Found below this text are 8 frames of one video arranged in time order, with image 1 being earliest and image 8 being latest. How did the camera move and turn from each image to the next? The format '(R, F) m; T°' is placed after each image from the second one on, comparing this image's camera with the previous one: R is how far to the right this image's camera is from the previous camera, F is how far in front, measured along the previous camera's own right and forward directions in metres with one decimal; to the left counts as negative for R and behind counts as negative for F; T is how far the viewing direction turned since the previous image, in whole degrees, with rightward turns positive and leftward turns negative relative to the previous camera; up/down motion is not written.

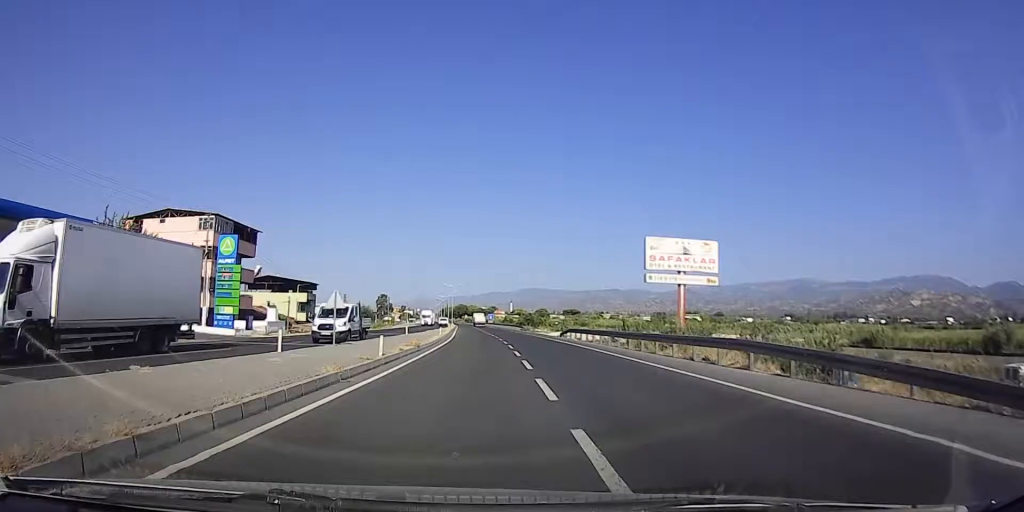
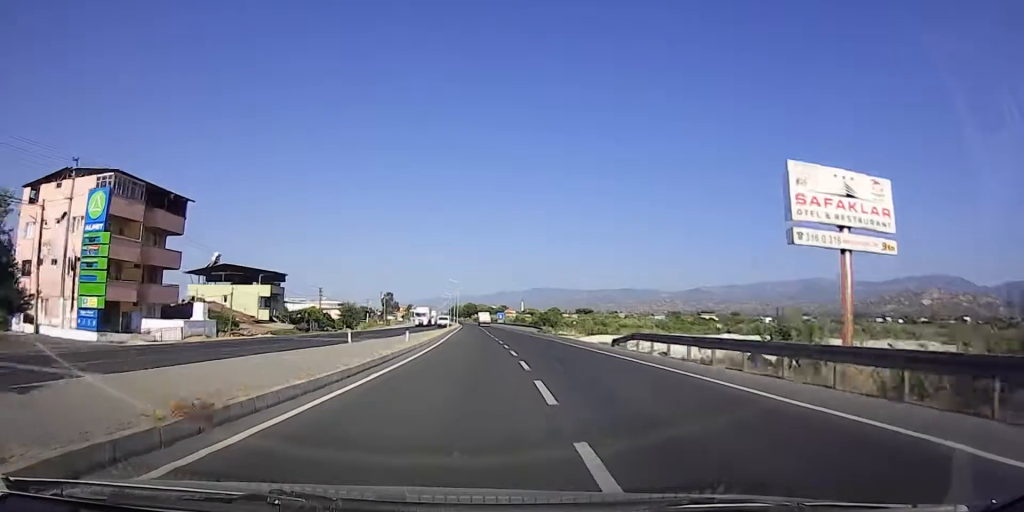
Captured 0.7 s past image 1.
(-0.2, +17.8) m; -1°
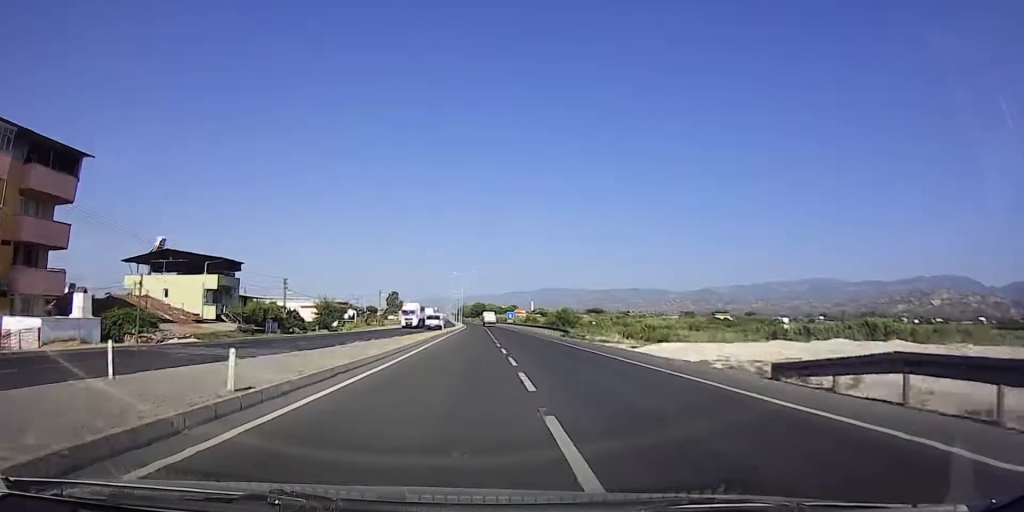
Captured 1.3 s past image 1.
(-0.2, +16.0) m; -1°
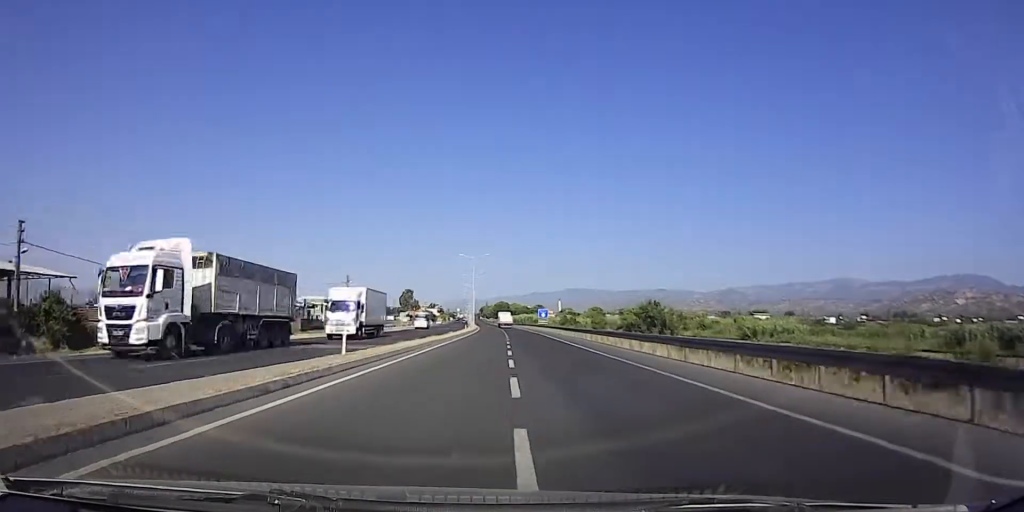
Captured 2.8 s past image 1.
(0.0, +41.1) m; -1°
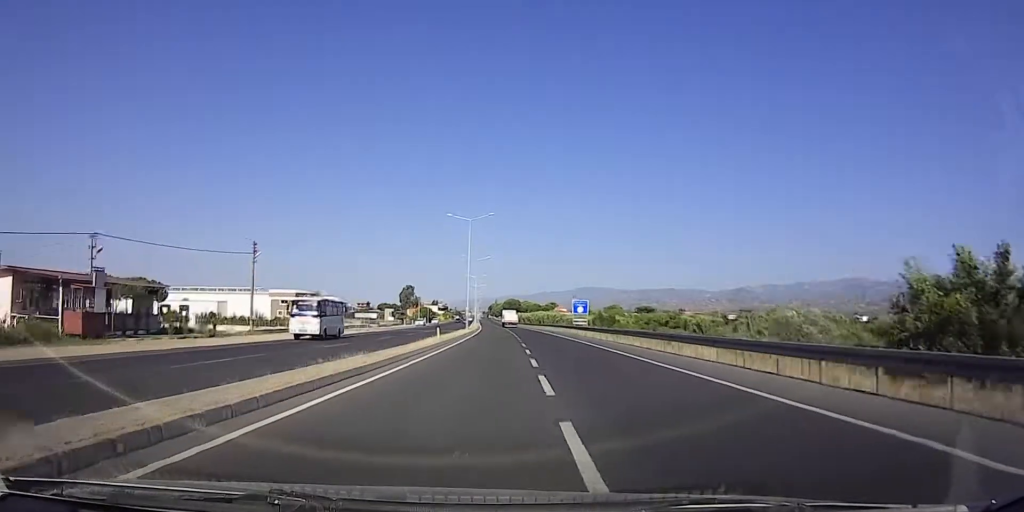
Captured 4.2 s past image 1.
(-0.8, +34.3) m; -2°
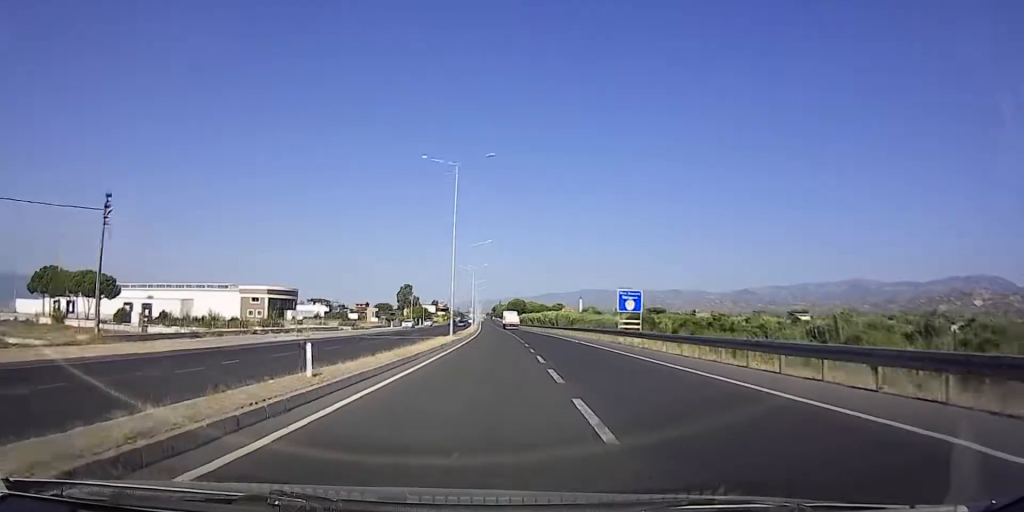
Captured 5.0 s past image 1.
(-0.1, +21.2) m; -1°
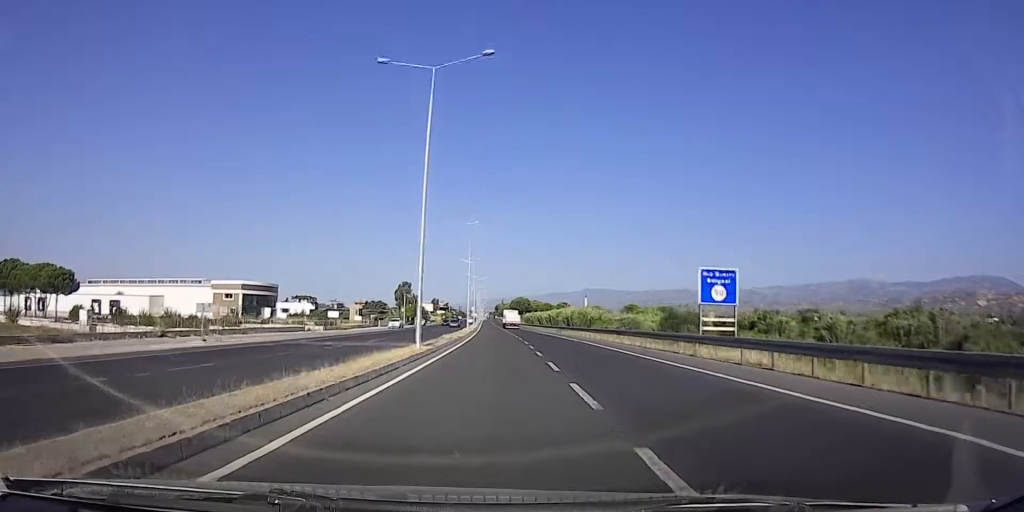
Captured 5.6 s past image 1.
(-0.2, +15.0) m; -1°
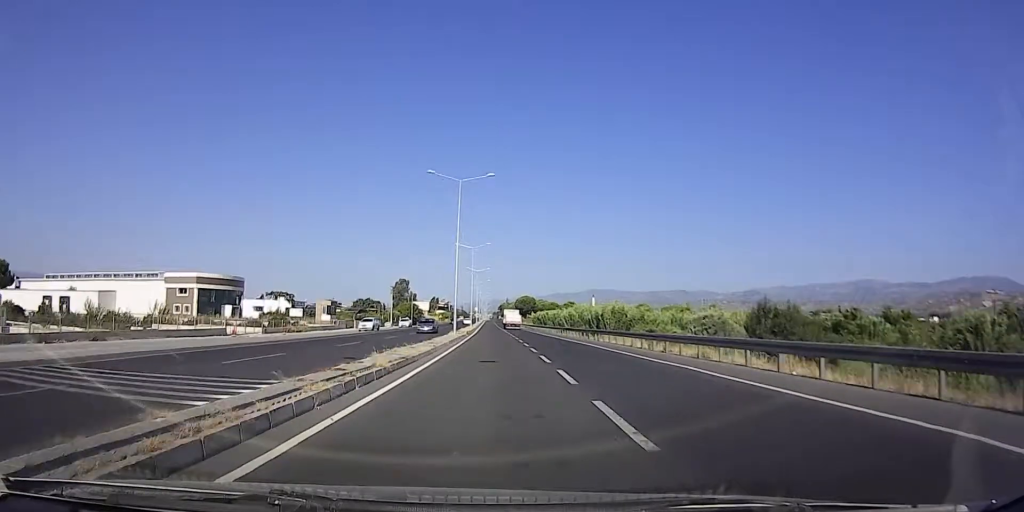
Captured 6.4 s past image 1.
(-0.4, +19.8) m; -1°
